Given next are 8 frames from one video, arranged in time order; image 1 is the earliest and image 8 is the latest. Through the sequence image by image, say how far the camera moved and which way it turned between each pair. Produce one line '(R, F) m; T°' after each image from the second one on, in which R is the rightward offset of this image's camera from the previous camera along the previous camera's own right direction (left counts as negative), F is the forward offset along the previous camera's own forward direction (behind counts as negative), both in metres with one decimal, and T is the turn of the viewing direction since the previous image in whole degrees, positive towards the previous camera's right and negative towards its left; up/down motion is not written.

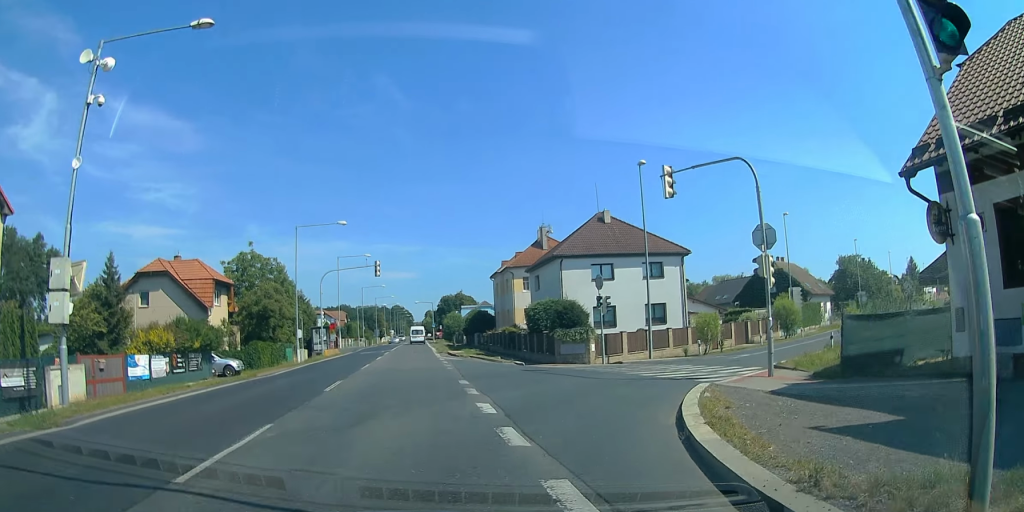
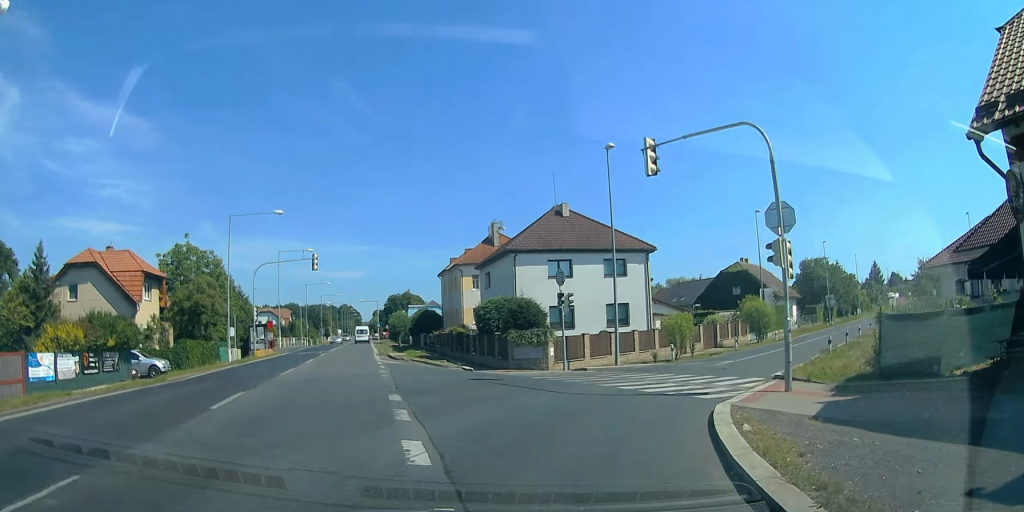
(-0.4, +3.6) m; +8°
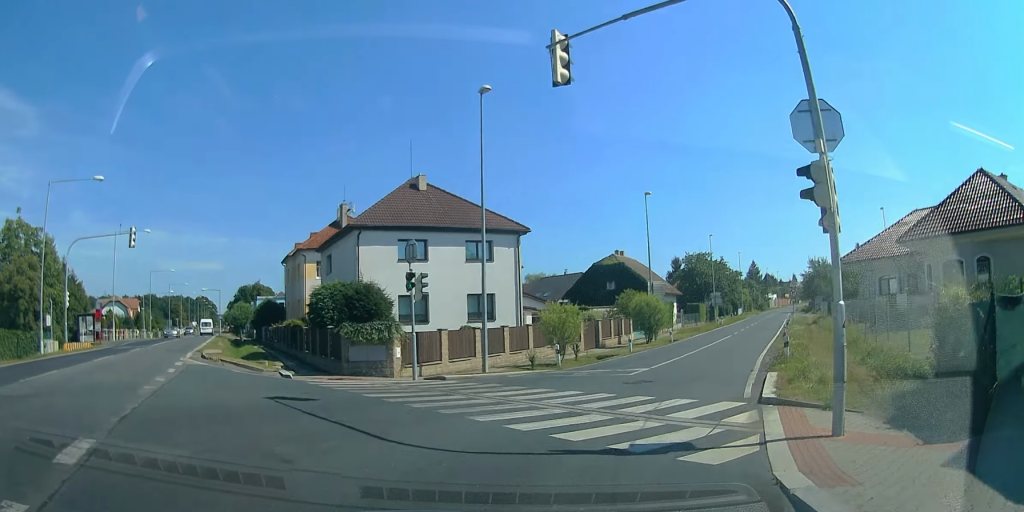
(+1.4, +6.0) m; +15°
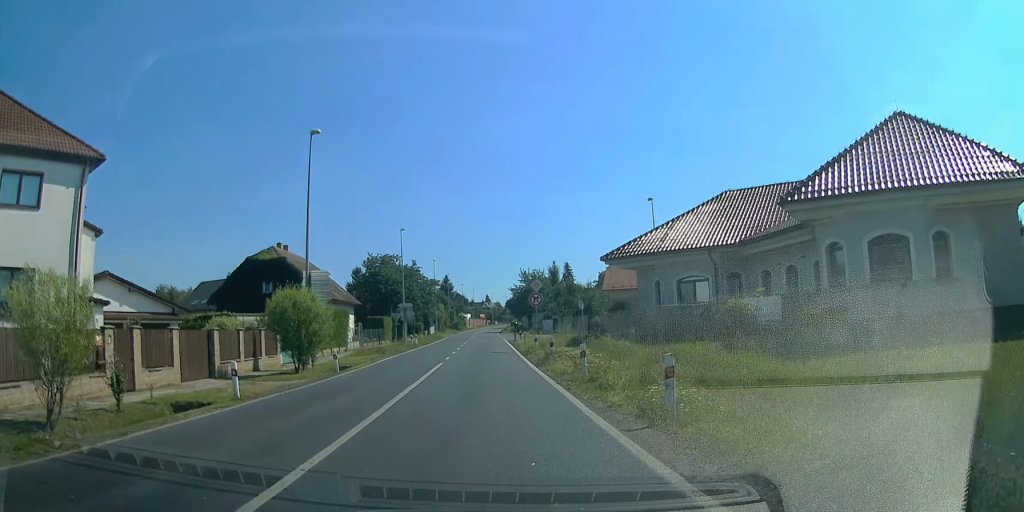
(+2.8, +15.3) m; +15°
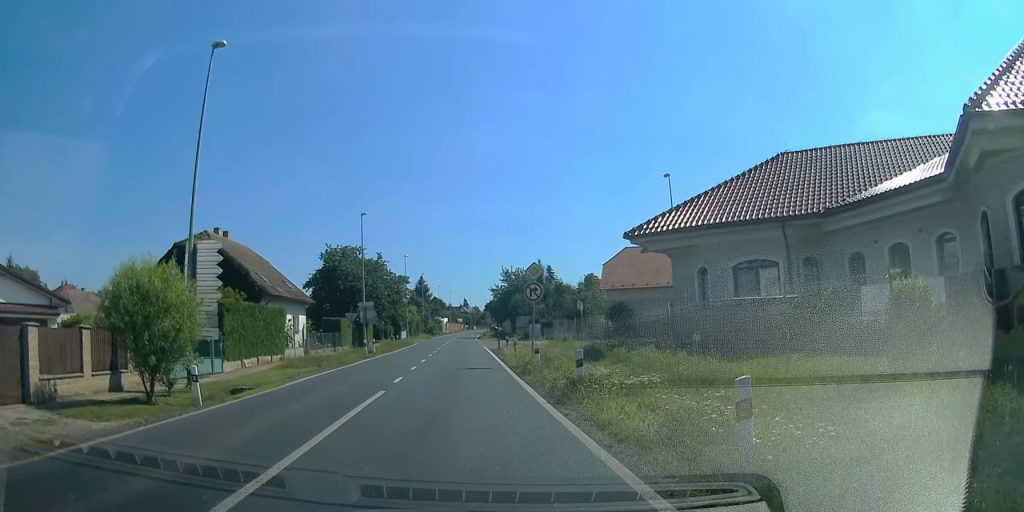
(+0.3, +9.2) m; +4°
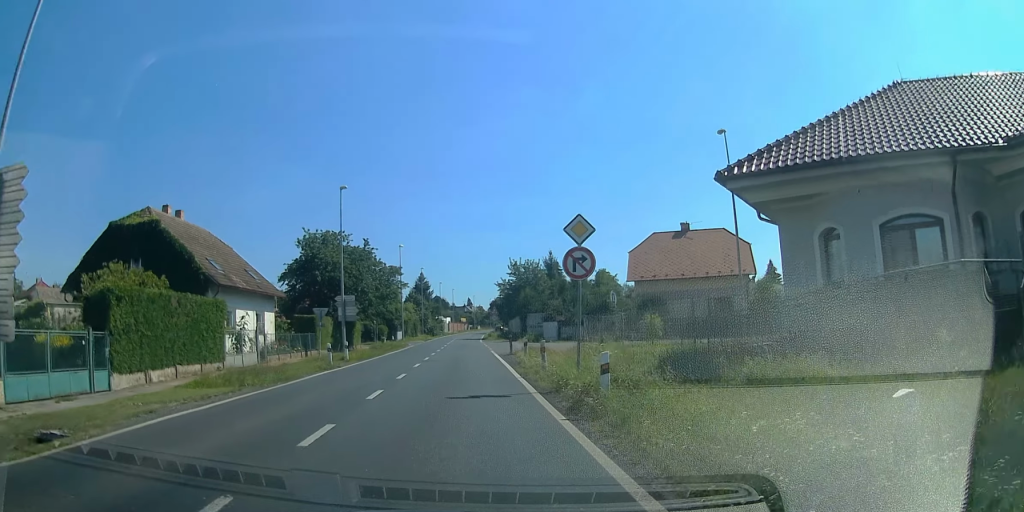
(+0.2, +8.3) m; +4°
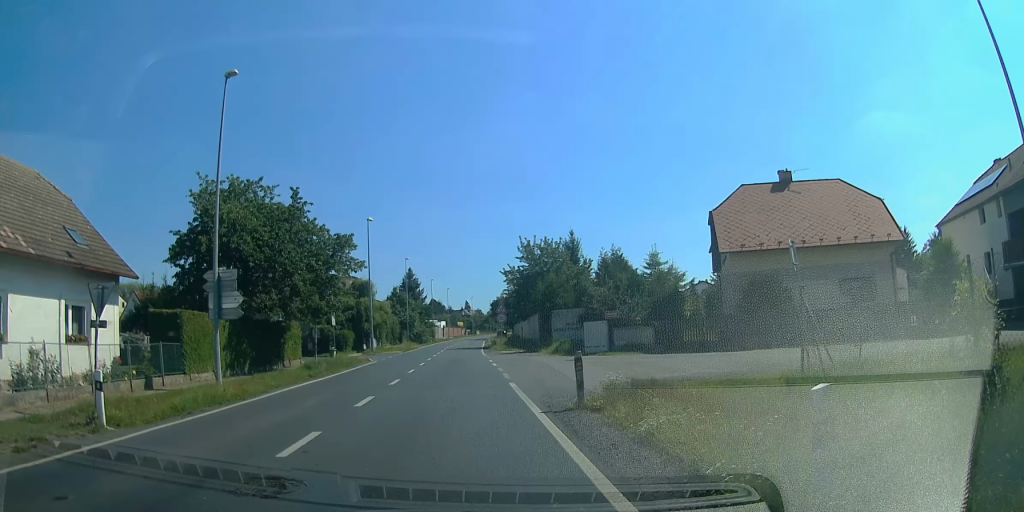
(+0.4, +18.2) m; -1°
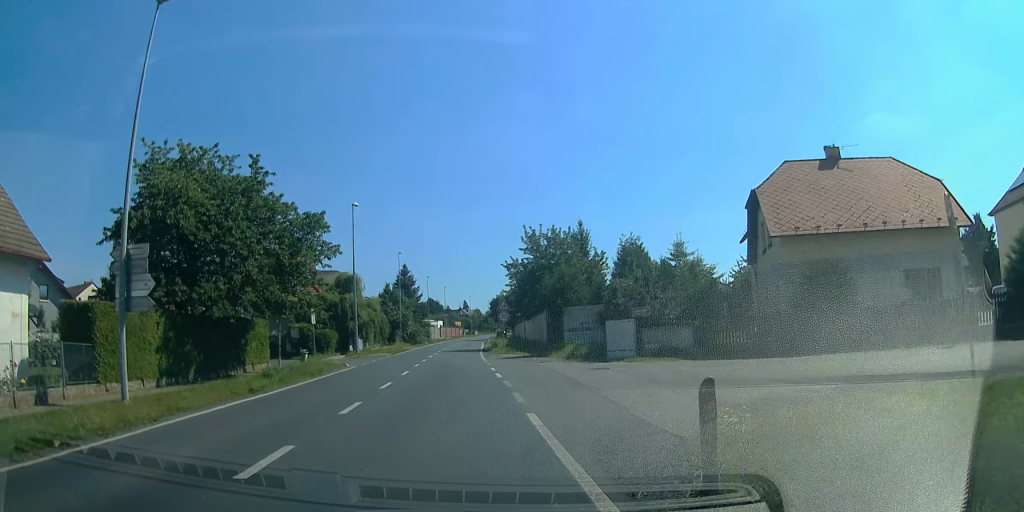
(0.0, +5.4) m; -1°
